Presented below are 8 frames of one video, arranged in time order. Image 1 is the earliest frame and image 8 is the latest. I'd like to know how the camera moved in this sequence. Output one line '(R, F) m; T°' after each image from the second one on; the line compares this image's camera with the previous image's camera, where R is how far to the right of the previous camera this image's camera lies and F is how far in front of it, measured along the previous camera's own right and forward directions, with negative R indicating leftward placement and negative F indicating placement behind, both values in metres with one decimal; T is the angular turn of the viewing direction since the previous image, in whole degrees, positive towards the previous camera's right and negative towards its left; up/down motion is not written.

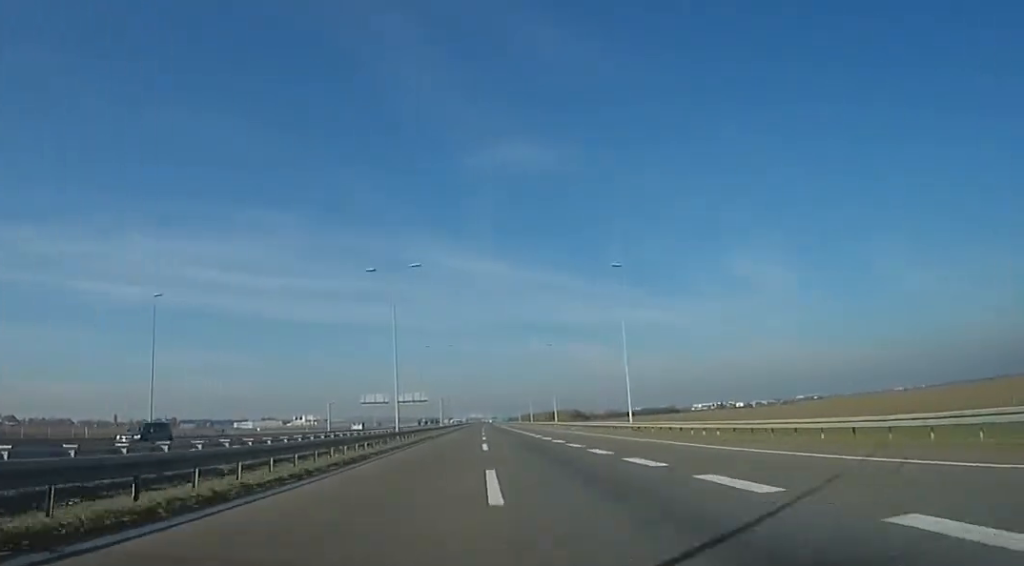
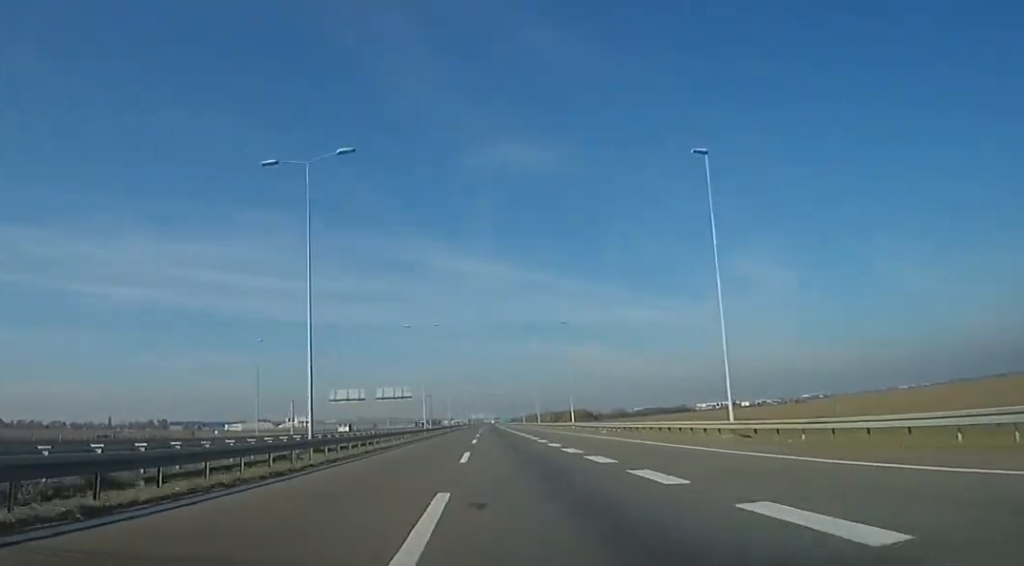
(+0.5, +21.9) m; 0°
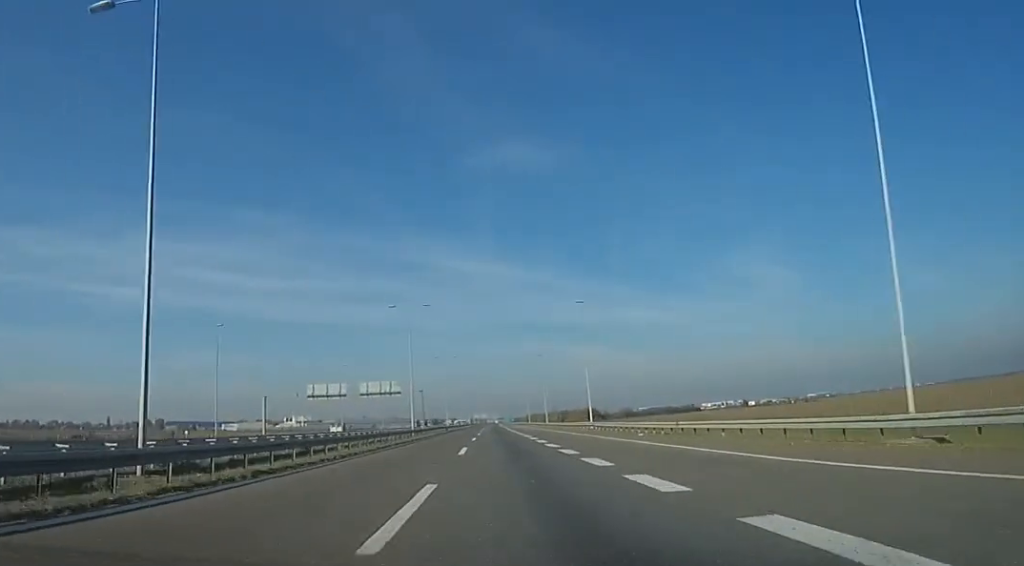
(+0.4, +13.1) m; 0°
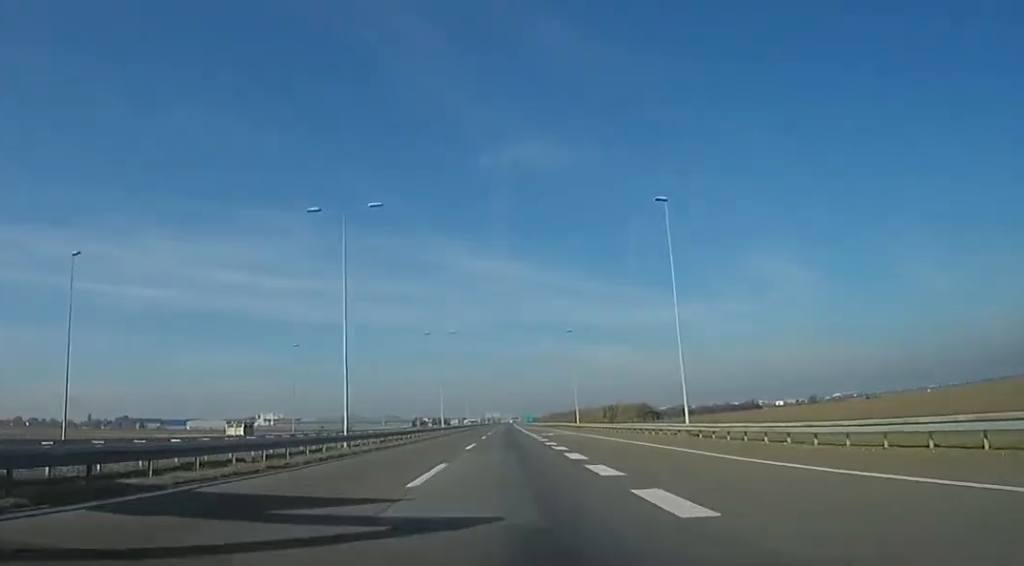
(-3.3, +80.0) m; -1°
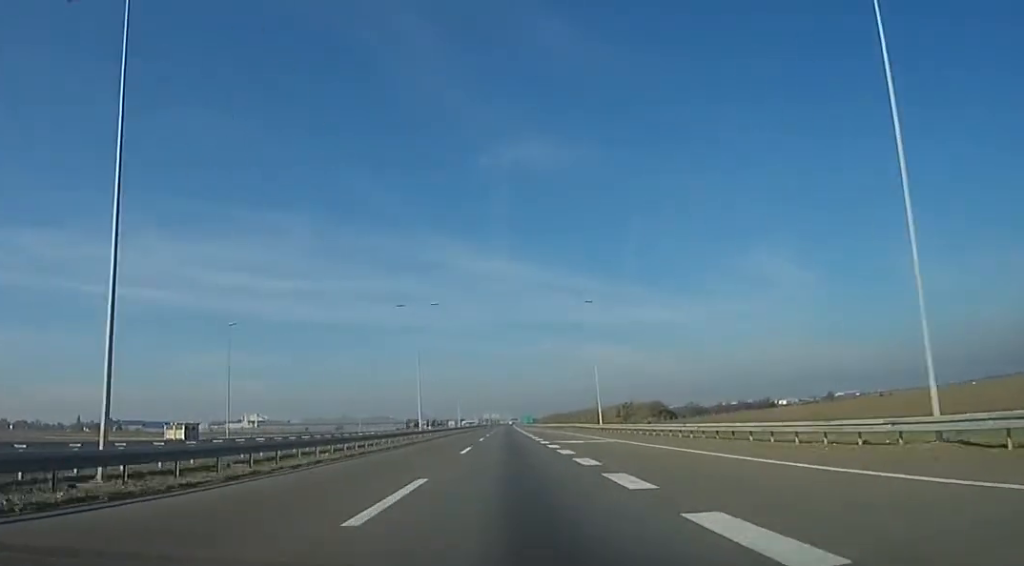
(+0.2, +20.8) m; +1°
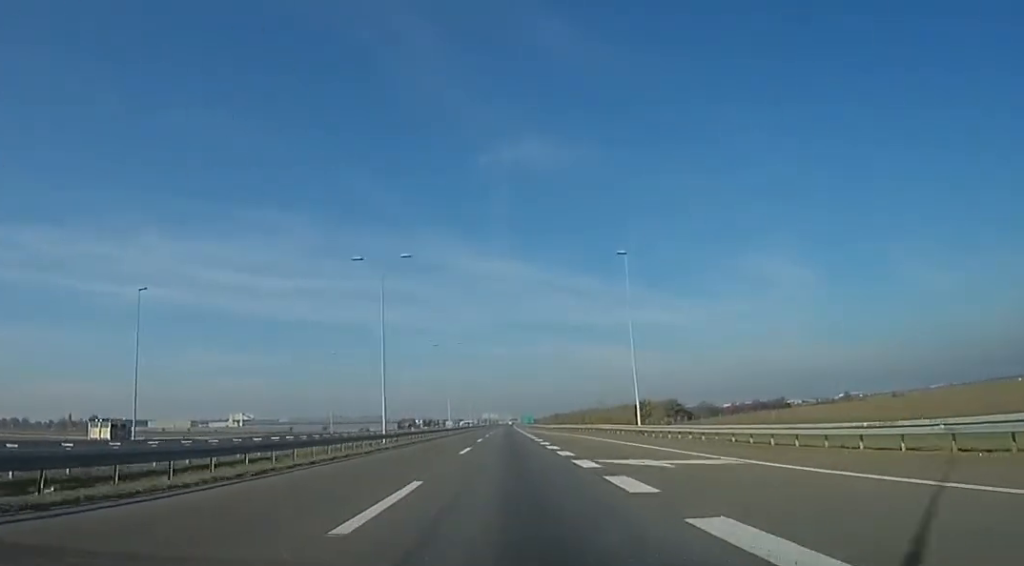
(+0.6, +18.3) m; 0°
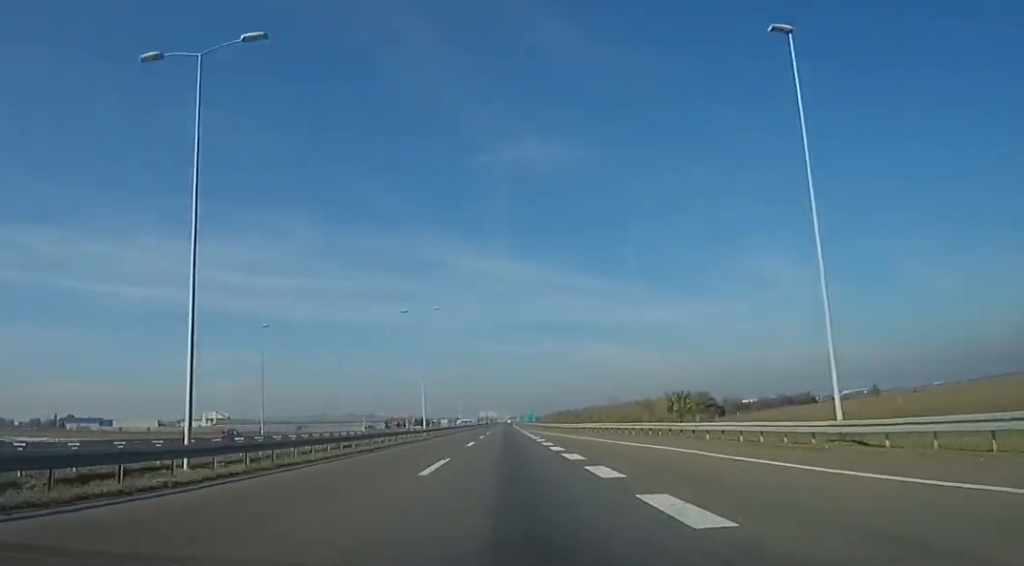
(-0.5, +27.5) m; -2°
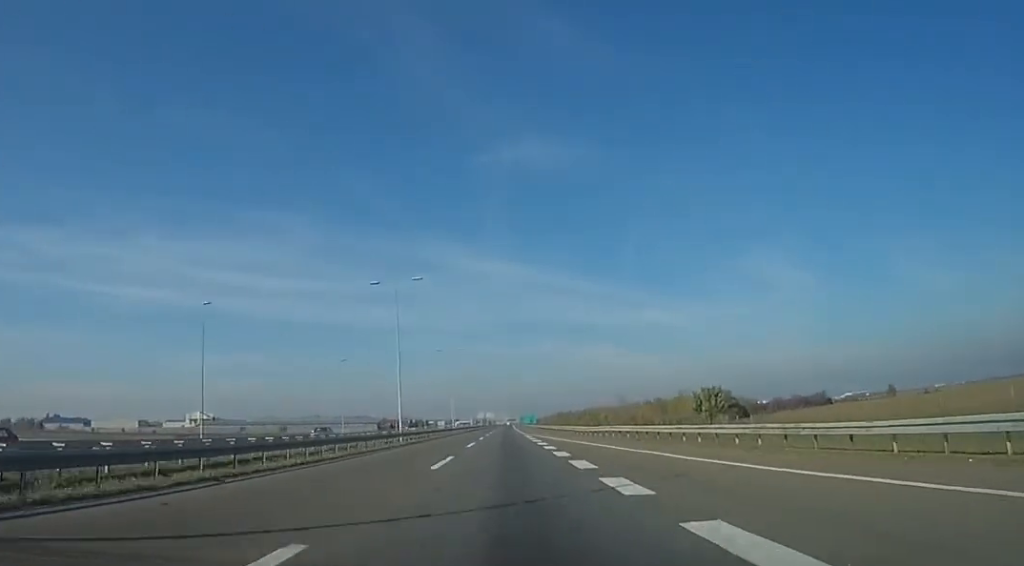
(-0.2, +14.5) m; -1°
